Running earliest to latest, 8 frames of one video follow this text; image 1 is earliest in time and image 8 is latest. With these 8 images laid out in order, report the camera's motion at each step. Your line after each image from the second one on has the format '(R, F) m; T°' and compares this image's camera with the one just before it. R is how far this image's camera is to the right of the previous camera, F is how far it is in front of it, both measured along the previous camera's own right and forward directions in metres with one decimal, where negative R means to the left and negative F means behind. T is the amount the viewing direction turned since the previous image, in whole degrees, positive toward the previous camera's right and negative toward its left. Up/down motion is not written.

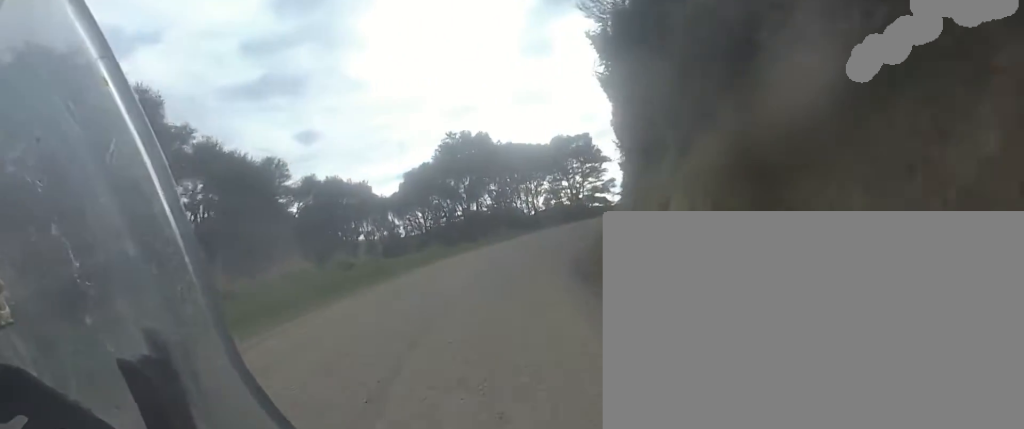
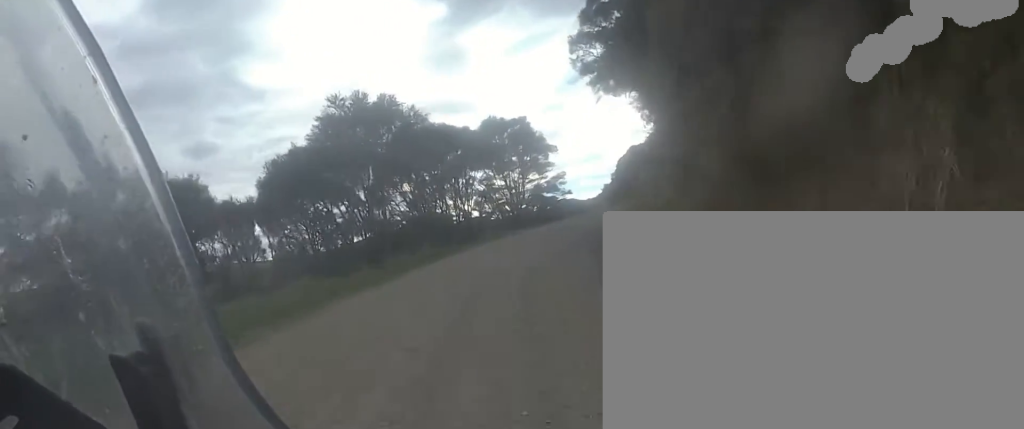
(+1.2, +10.1) m; +8°
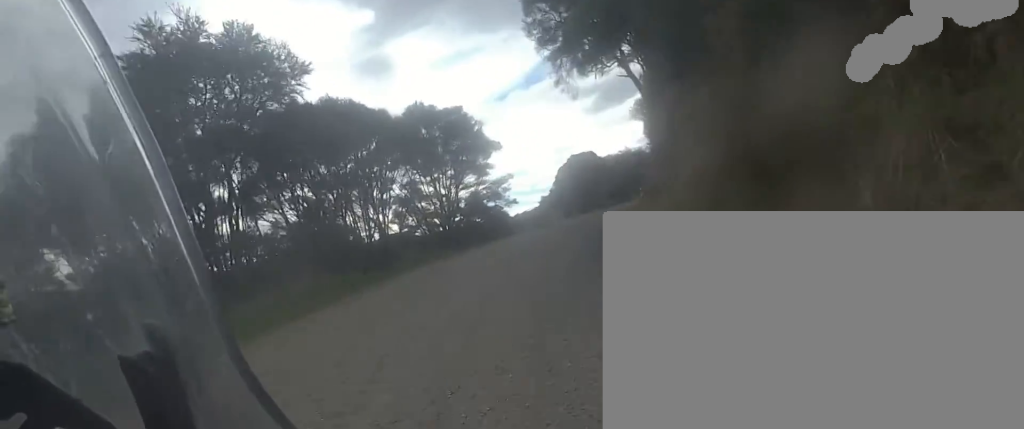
(-0.1, +7.5) m; +13°
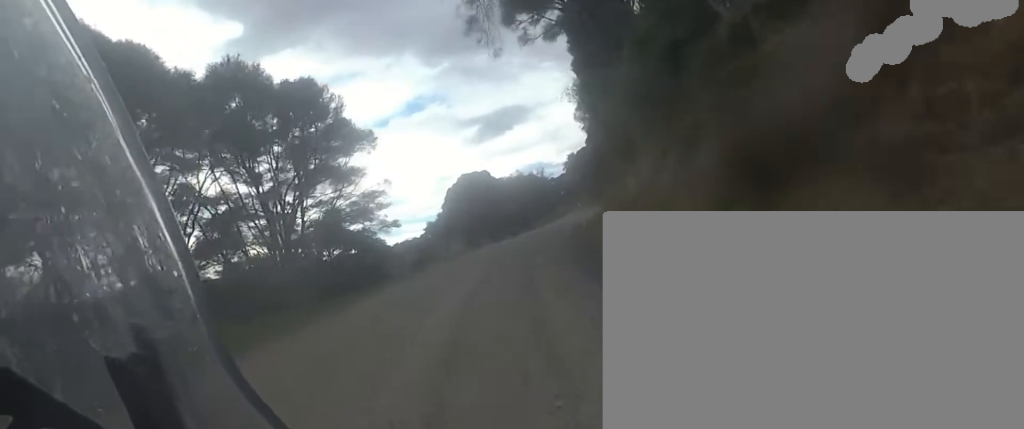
(+2.5, +9.6) m; +19°
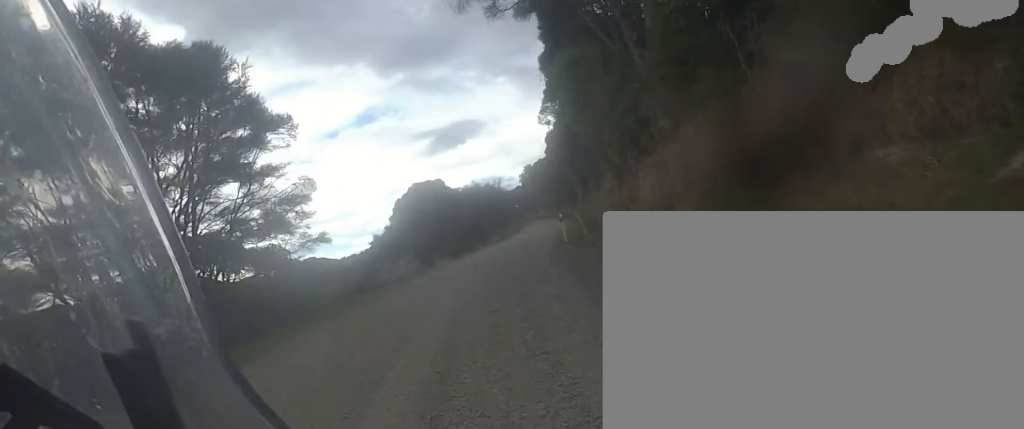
(+0.1, +3.9) m; +3°
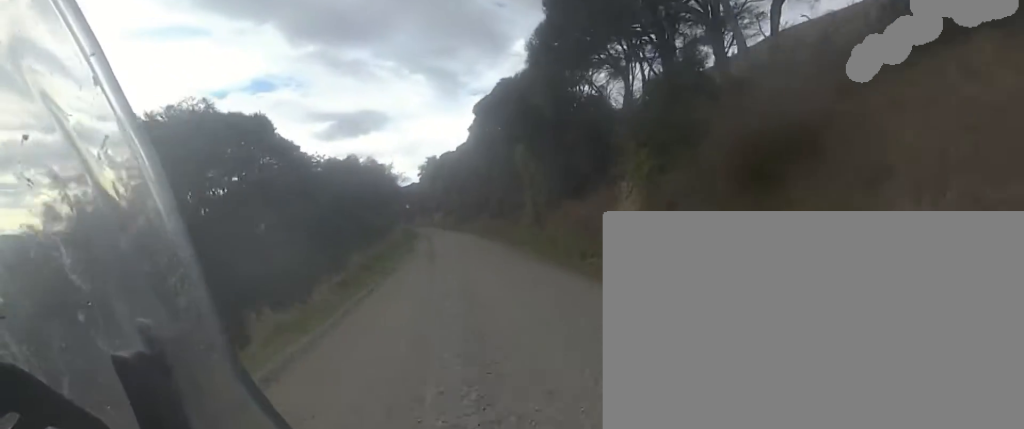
(+1.8, +24.1) m; +5°
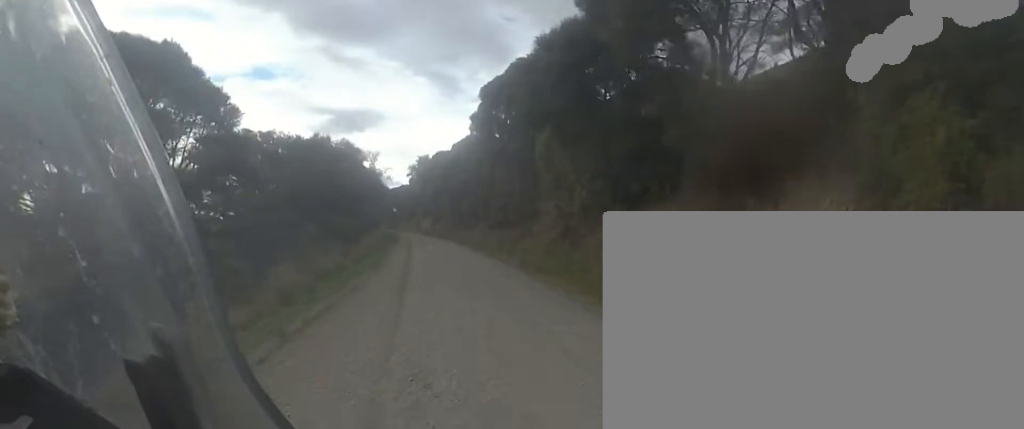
(0.0, +8.4) m; -1°
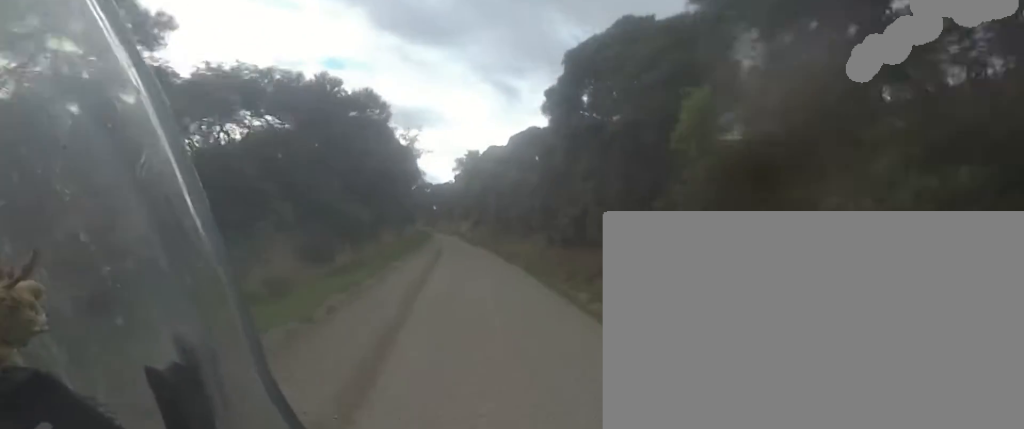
(-0.5, +10.4) m; +2°
